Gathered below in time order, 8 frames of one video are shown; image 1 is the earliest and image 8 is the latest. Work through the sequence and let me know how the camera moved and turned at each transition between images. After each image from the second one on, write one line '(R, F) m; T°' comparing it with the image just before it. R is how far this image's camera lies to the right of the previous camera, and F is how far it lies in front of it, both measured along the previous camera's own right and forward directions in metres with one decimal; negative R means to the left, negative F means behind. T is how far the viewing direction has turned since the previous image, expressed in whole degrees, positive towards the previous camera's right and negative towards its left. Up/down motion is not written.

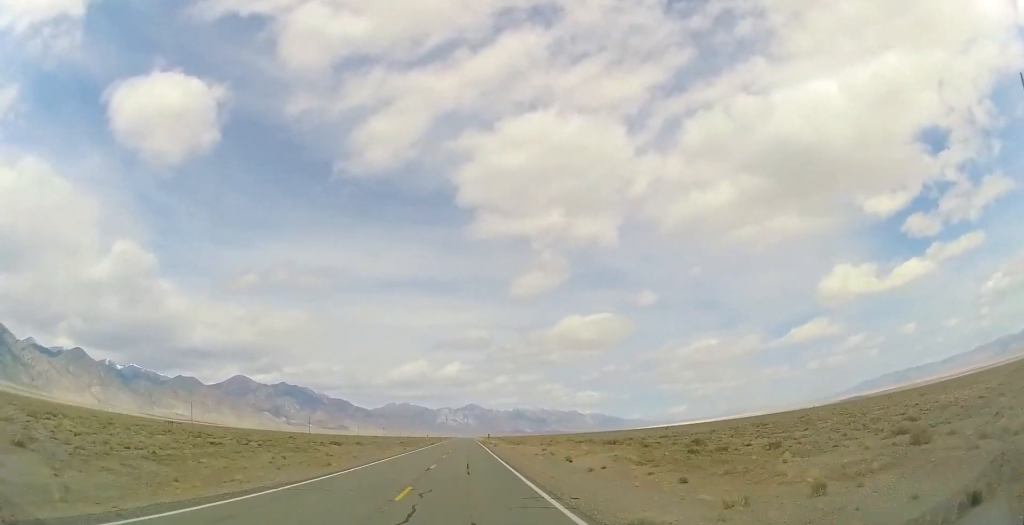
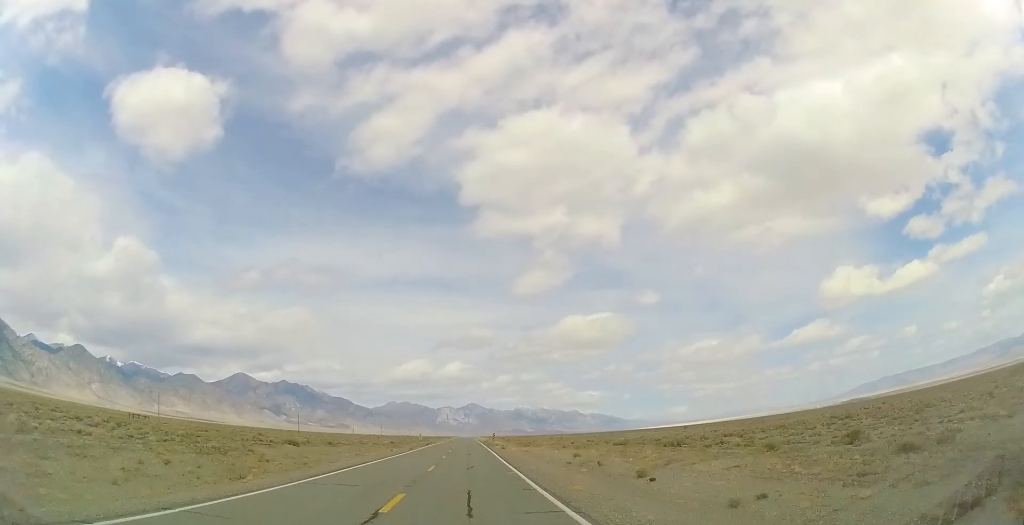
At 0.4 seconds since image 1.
(+0.1, +14.5) m; 0°
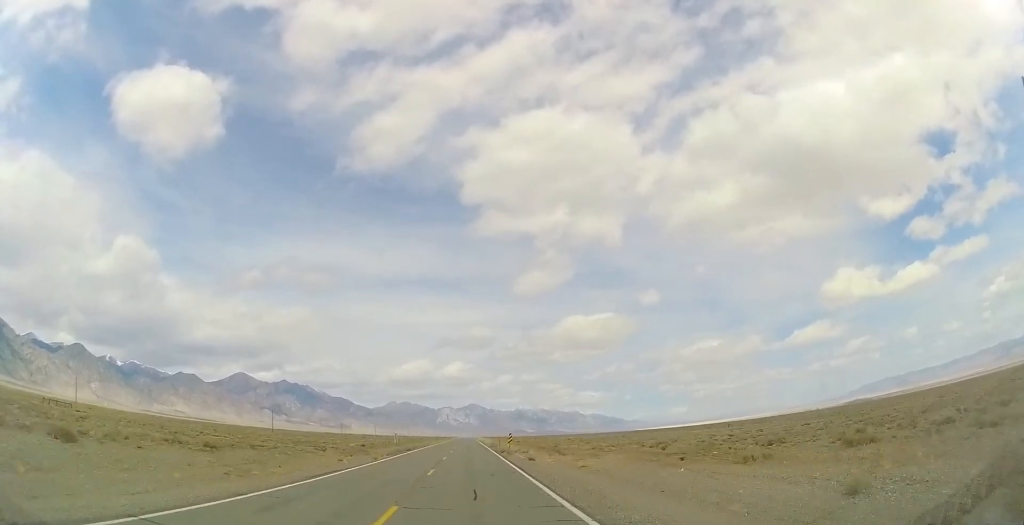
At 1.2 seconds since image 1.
(+0.1, +26.7) m; 0°
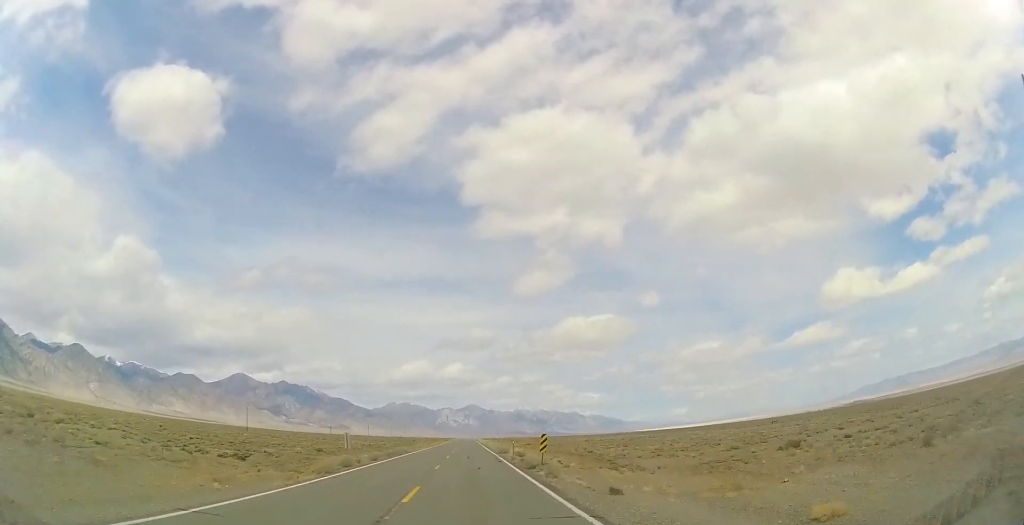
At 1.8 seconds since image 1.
(0.0, +20.1) m; 0°
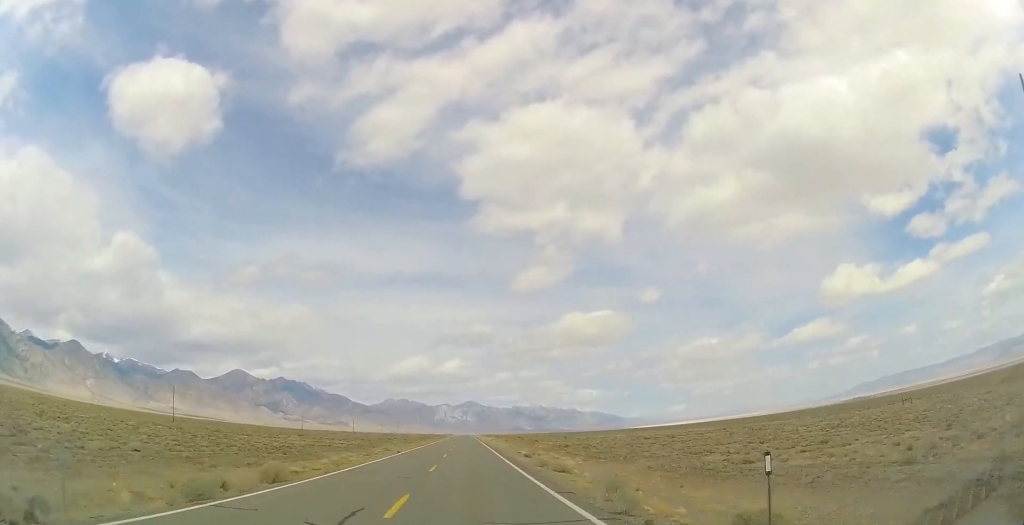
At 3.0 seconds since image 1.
(0.0, +39.2) m; 0°
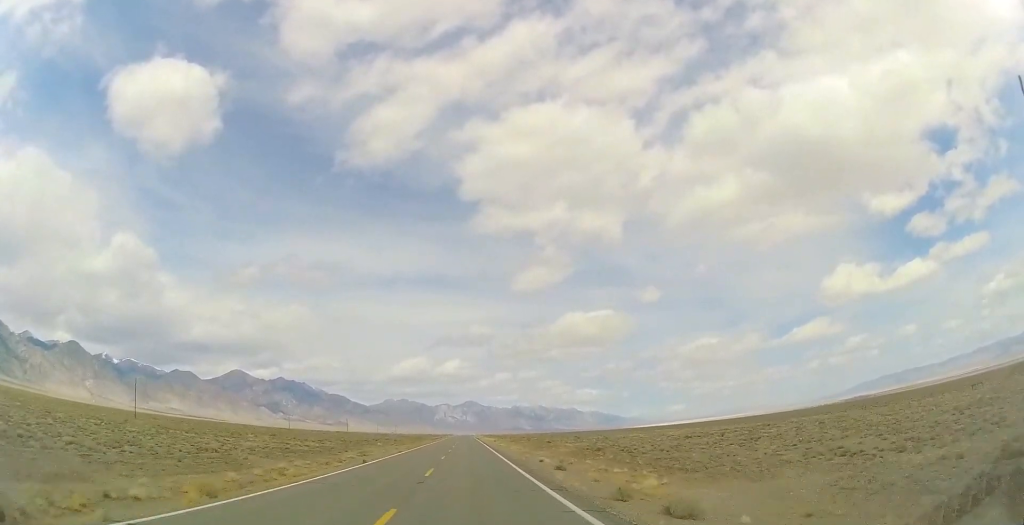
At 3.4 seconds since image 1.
(0.0, +14.6) m; 0°
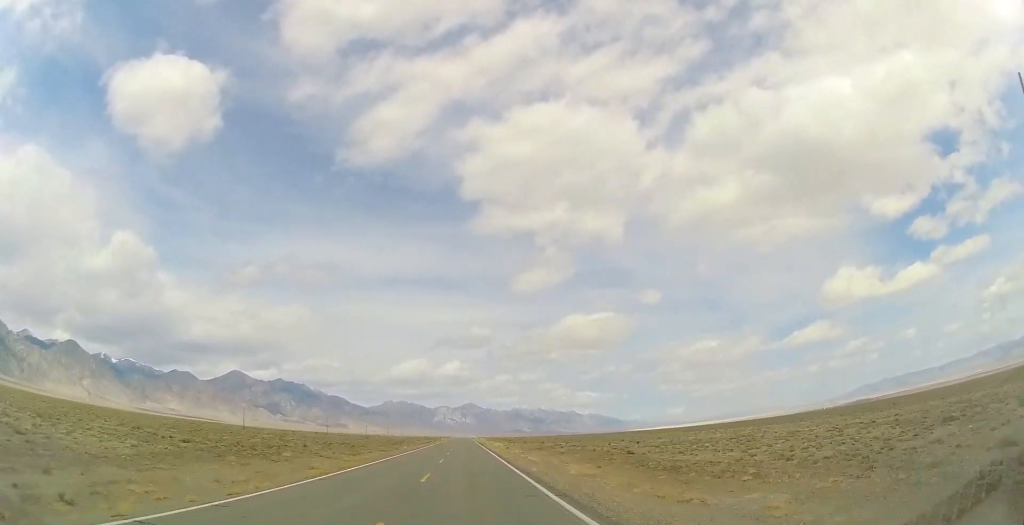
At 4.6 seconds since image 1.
(0.0, +38.2) m; 0°
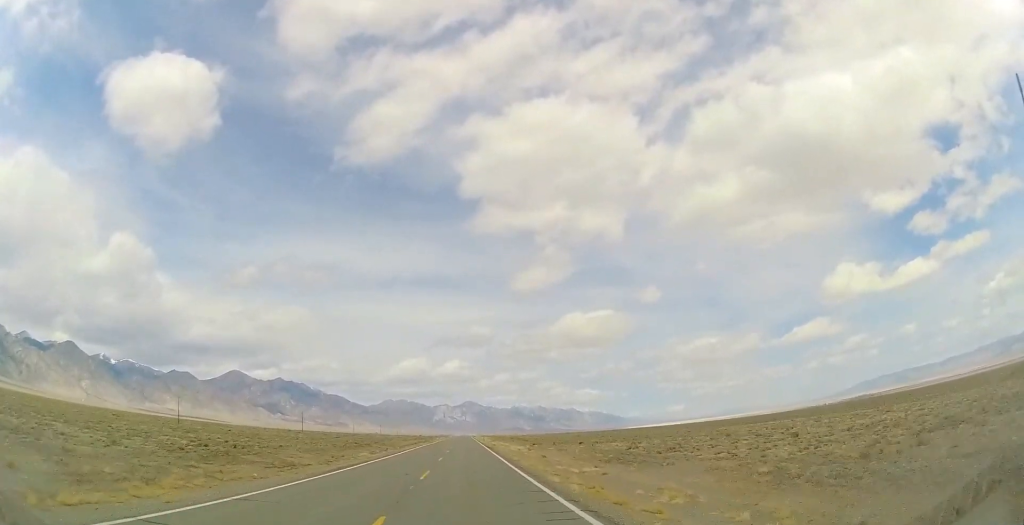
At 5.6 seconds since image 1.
(0.0, +35.9) m; 0°
